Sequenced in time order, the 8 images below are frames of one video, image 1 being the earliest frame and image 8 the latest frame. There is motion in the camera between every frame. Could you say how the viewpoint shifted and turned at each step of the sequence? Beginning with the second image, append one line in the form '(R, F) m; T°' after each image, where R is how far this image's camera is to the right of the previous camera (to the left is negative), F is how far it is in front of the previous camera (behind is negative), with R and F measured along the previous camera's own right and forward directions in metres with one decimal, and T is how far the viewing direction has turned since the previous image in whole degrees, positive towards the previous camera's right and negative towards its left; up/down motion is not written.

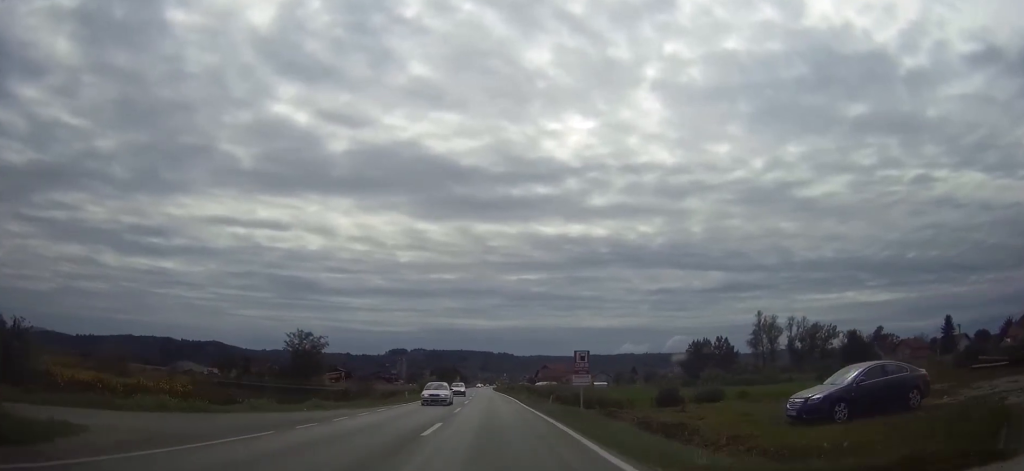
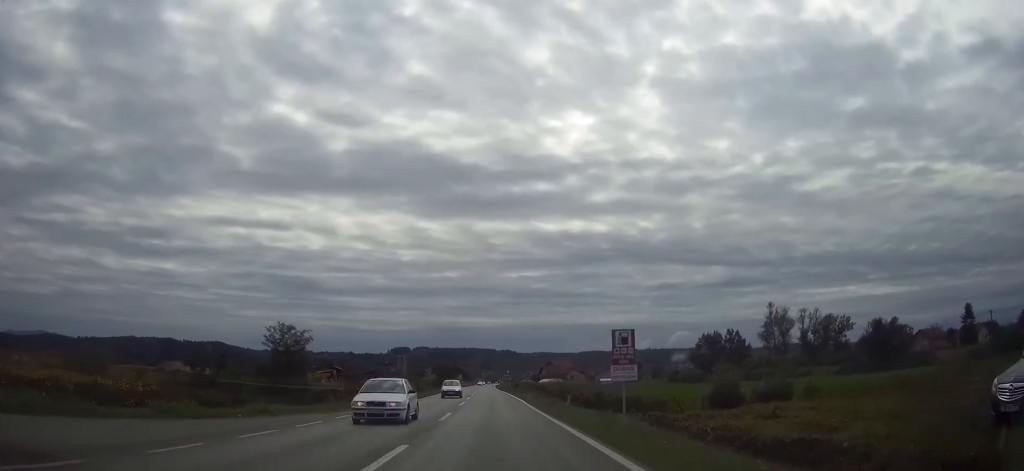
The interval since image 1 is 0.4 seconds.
(0.0, +8.5) m; 0°
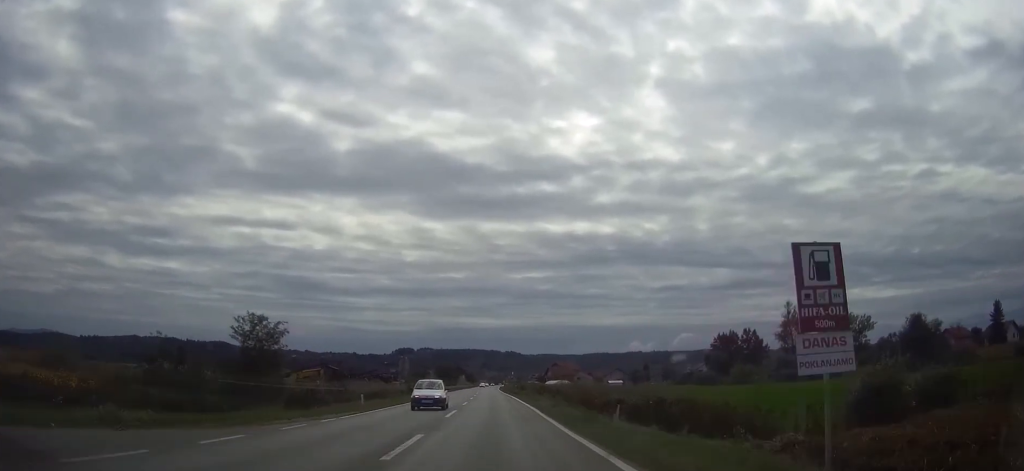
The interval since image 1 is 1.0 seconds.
(0.0, +11.4) m; 0°
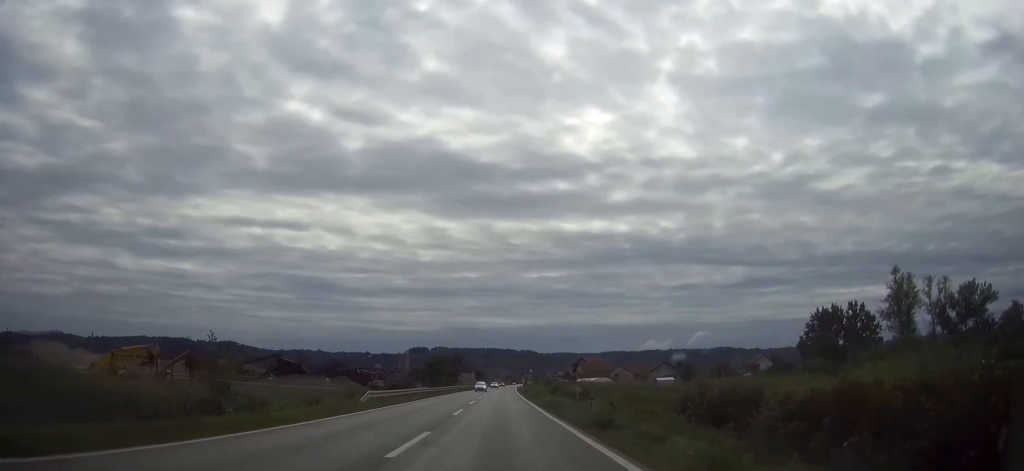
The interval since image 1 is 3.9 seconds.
(-1.1, +60.2) m; -2°
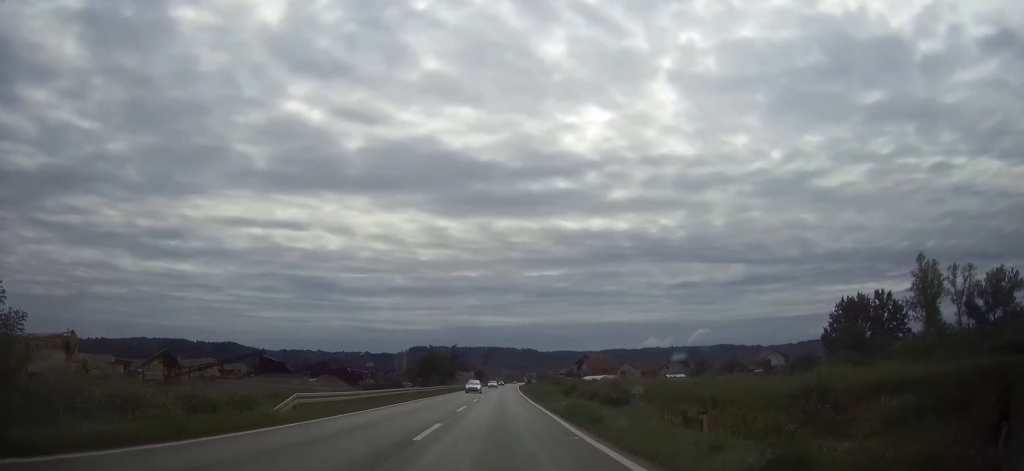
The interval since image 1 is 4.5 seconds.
(0.0, +12.1) m; 0°
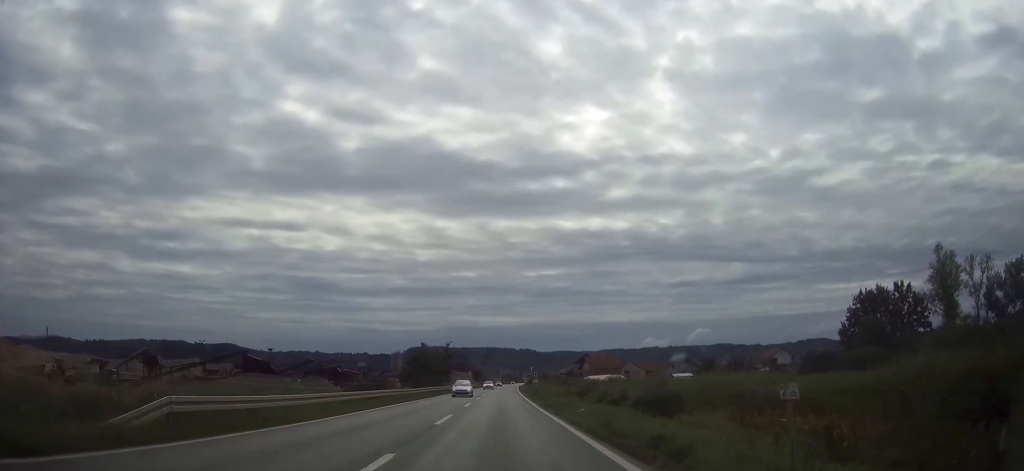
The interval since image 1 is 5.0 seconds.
(0.0, +8.6) m; 0°
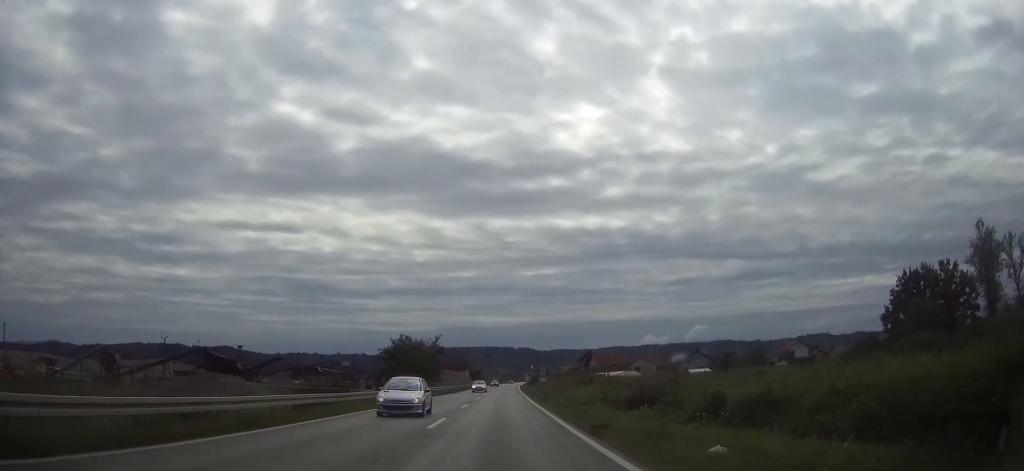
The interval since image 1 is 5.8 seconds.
(0.0, +17.6) m; 0°
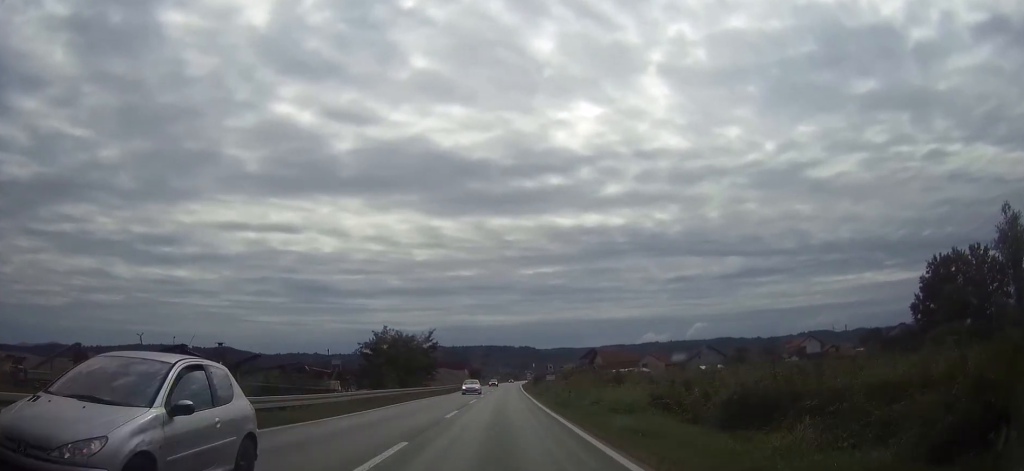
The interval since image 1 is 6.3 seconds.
(0.0, +10.1) m; 0°
